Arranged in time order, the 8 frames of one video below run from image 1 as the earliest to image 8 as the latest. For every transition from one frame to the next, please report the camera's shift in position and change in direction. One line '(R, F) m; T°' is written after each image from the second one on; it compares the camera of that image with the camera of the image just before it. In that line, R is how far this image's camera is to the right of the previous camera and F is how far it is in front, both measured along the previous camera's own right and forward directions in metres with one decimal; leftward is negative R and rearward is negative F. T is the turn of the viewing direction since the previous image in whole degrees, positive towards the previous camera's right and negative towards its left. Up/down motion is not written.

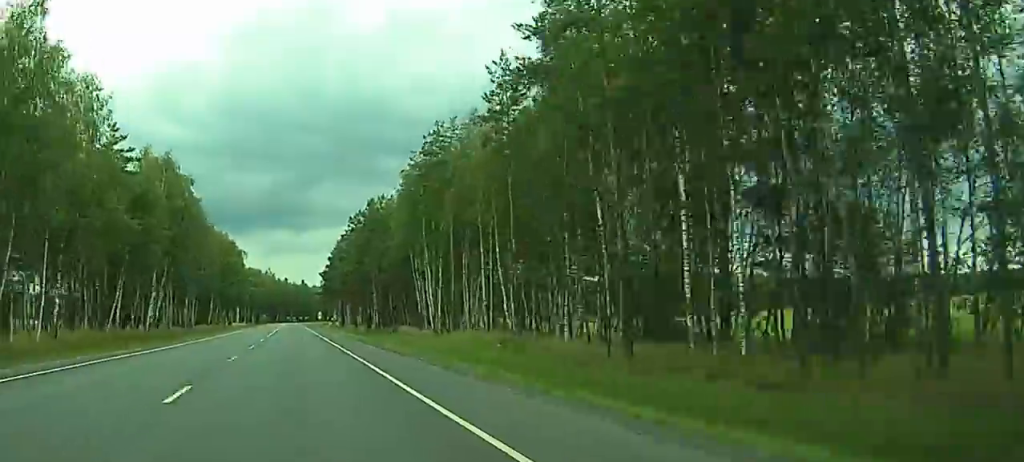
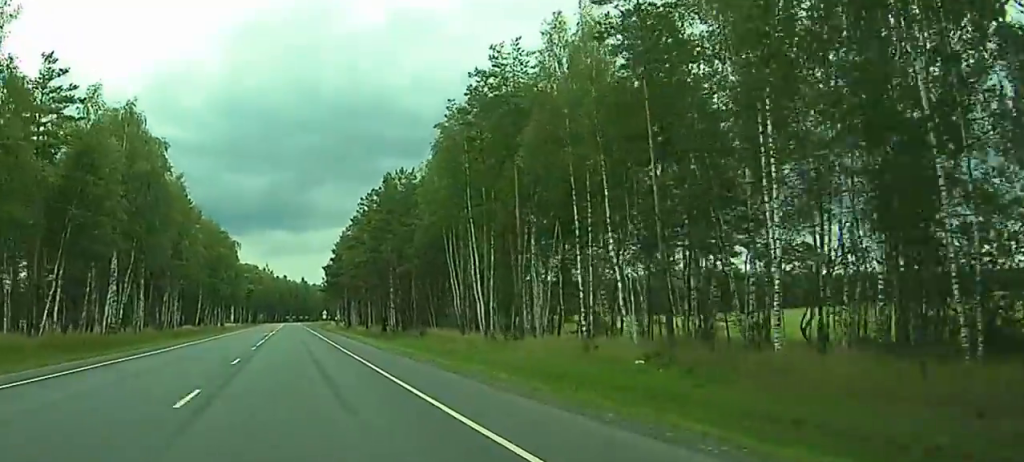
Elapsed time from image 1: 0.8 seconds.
(0.0, +23.8) m; 0°
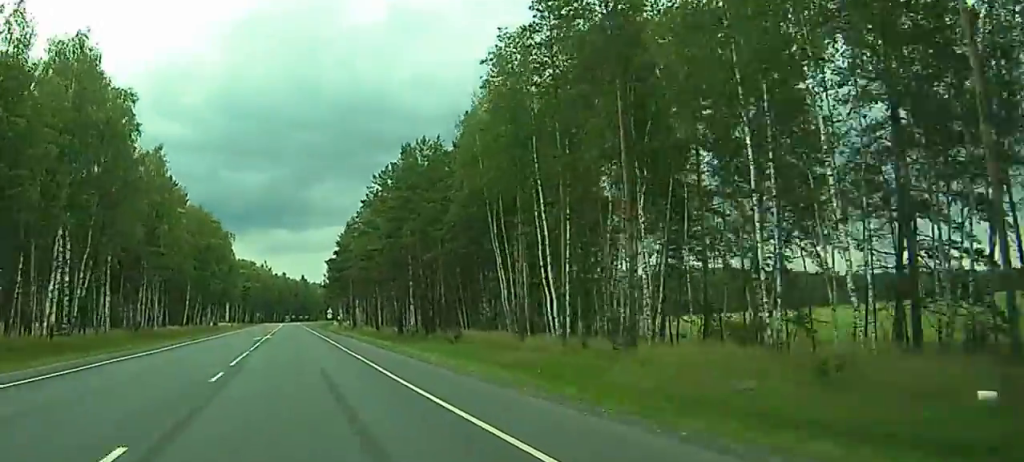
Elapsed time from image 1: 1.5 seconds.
(0.0, +19.1) m; 0°
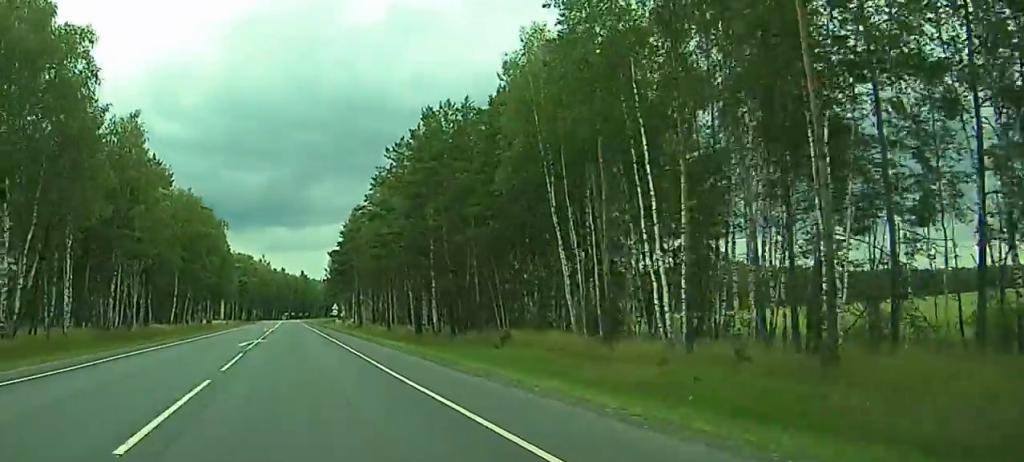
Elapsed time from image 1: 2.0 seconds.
(0.0, +15.3) m; 0°
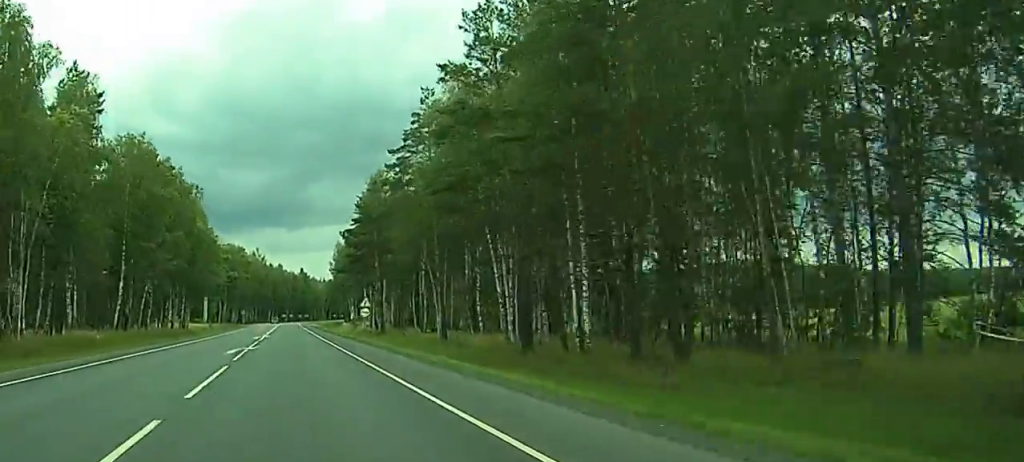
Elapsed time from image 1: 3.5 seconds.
(-0.1, +42.2) m; 0°
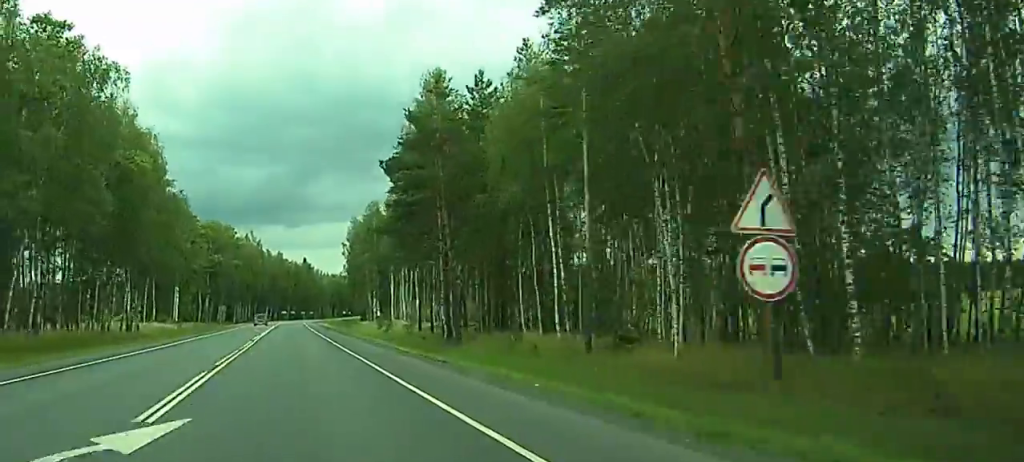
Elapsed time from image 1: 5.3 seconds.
(-0.6, +50.9) m; -1°
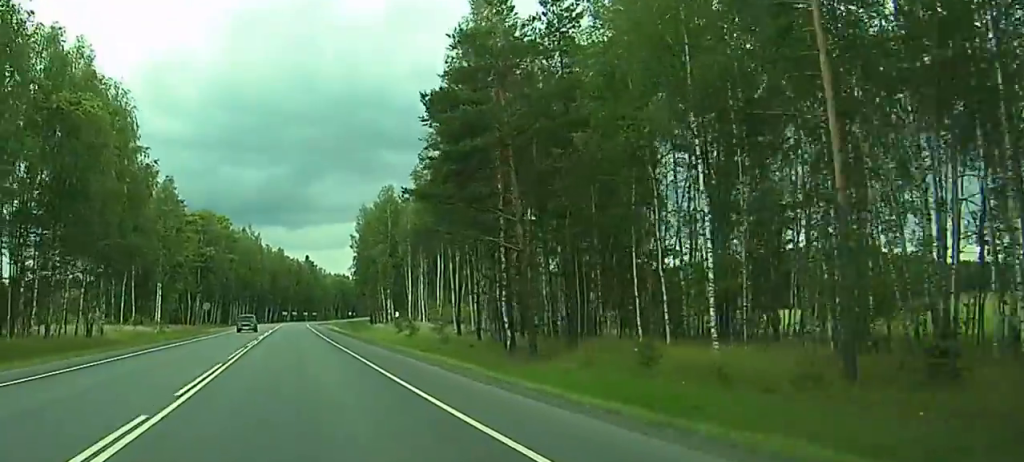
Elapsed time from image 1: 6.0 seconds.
(-0.2, +20.1) m; +1°
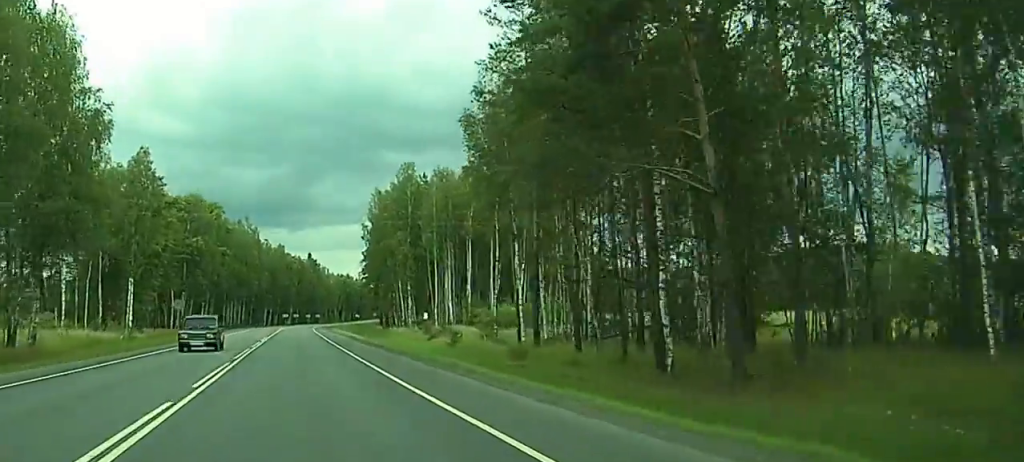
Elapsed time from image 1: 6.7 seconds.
(+0.7, +21.9) m; +1°
